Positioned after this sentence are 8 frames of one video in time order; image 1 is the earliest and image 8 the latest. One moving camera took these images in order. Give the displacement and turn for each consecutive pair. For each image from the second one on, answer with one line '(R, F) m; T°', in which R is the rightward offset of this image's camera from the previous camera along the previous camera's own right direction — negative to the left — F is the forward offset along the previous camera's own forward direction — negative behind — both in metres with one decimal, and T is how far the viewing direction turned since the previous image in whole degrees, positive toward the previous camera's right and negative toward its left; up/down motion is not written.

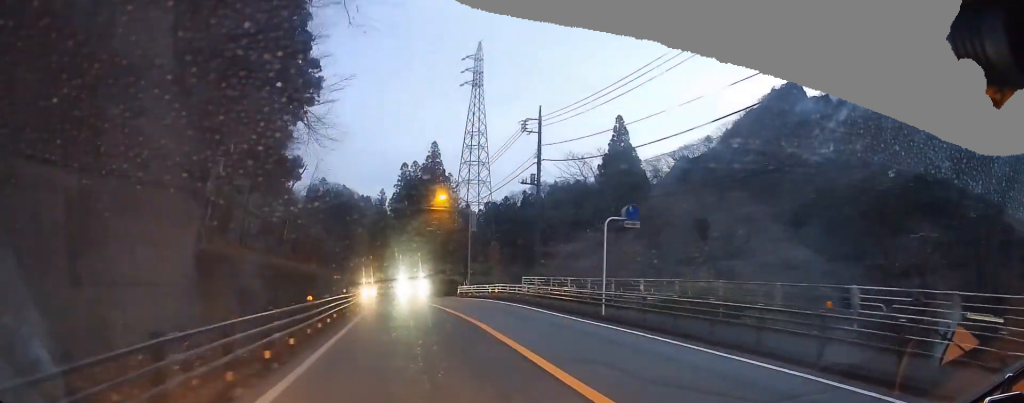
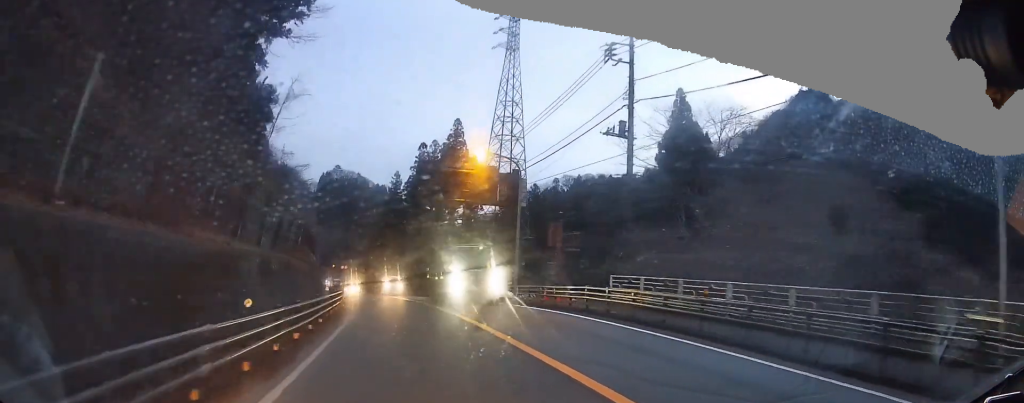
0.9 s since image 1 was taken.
(-0.2, +13.9) m; -2°
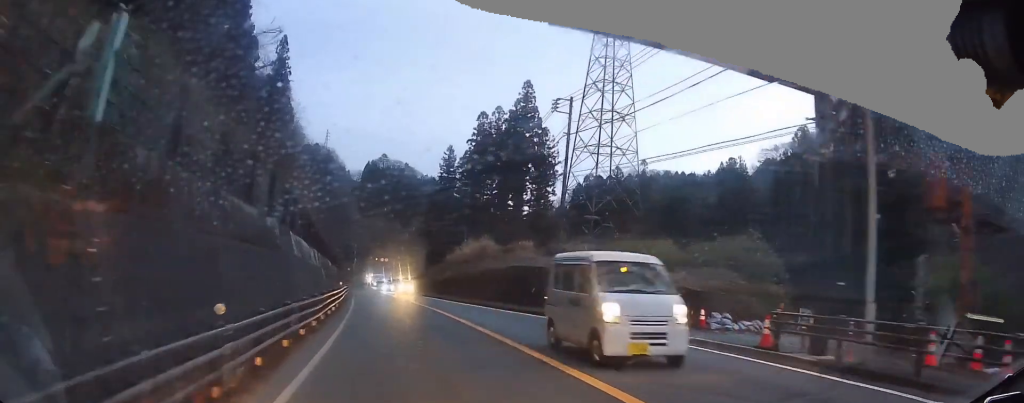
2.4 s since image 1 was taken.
(-1.2, +23.2) m; -7°
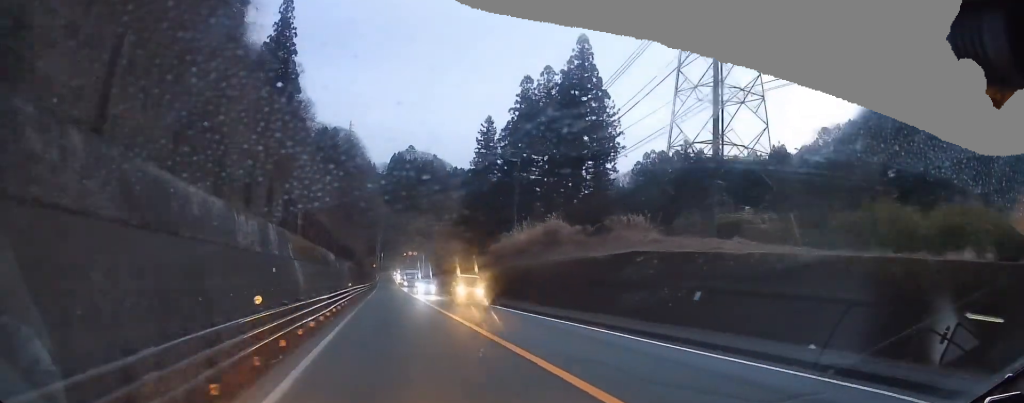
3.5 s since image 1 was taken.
(-1.3, +18.8) m; -7°
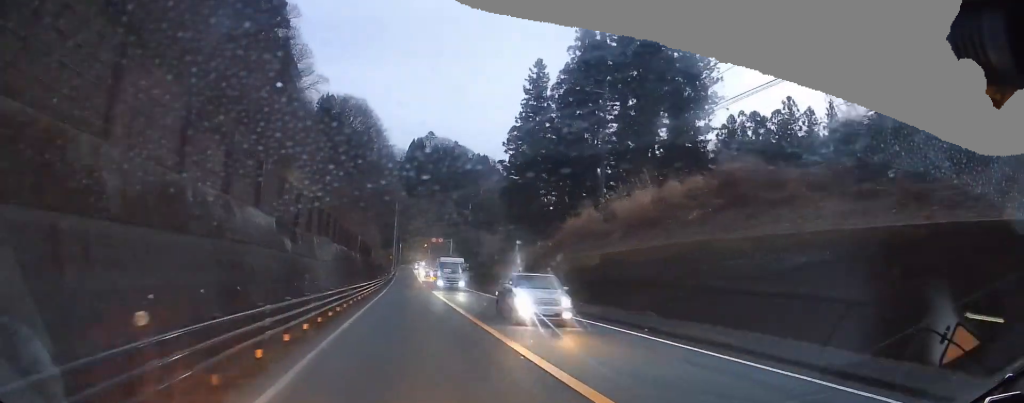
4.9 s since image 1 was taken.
(-1.3, +24.9) m; -4°
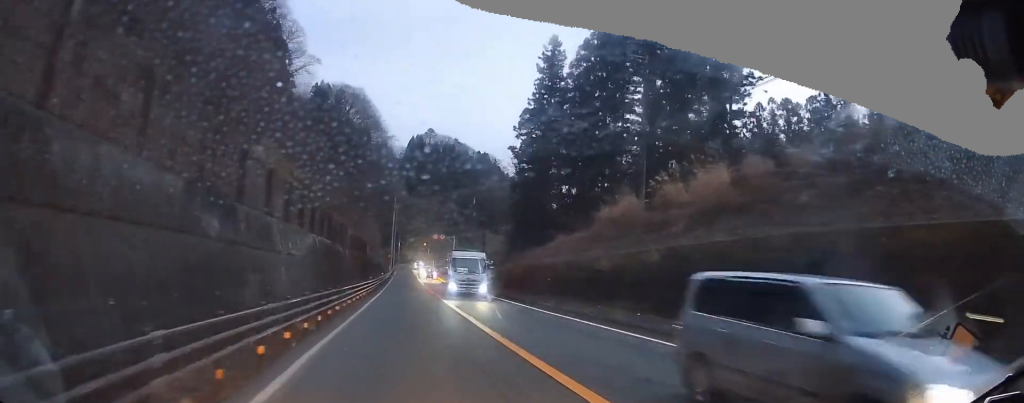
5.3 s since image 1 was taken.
(0.0, +7.4) m; -1°
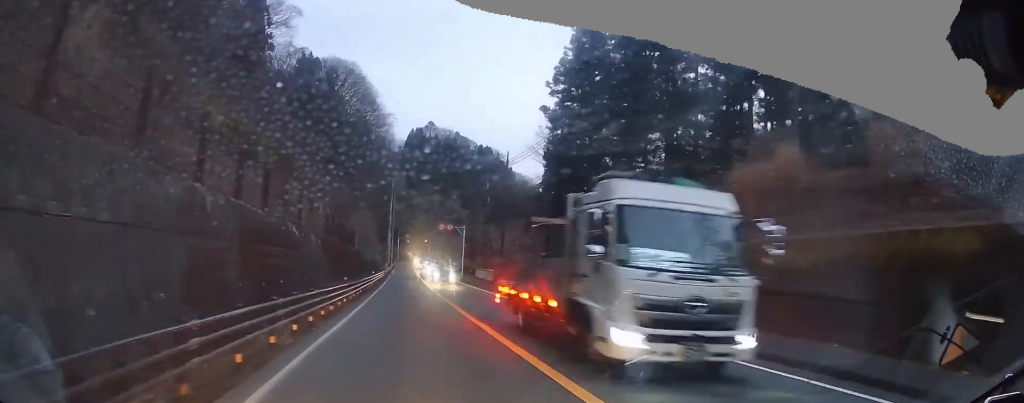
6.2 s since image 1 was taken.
(-0.3, +13.9) m; -1°
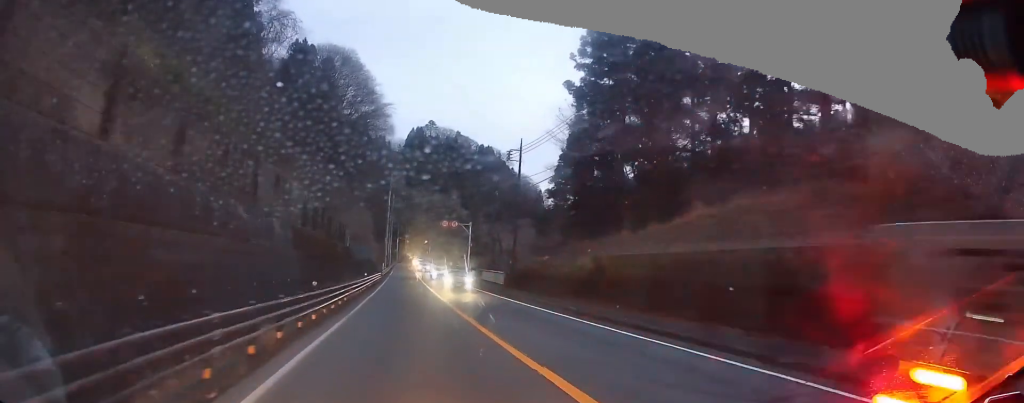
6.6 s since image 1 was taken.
(0.0, +6.7) m; 0°
